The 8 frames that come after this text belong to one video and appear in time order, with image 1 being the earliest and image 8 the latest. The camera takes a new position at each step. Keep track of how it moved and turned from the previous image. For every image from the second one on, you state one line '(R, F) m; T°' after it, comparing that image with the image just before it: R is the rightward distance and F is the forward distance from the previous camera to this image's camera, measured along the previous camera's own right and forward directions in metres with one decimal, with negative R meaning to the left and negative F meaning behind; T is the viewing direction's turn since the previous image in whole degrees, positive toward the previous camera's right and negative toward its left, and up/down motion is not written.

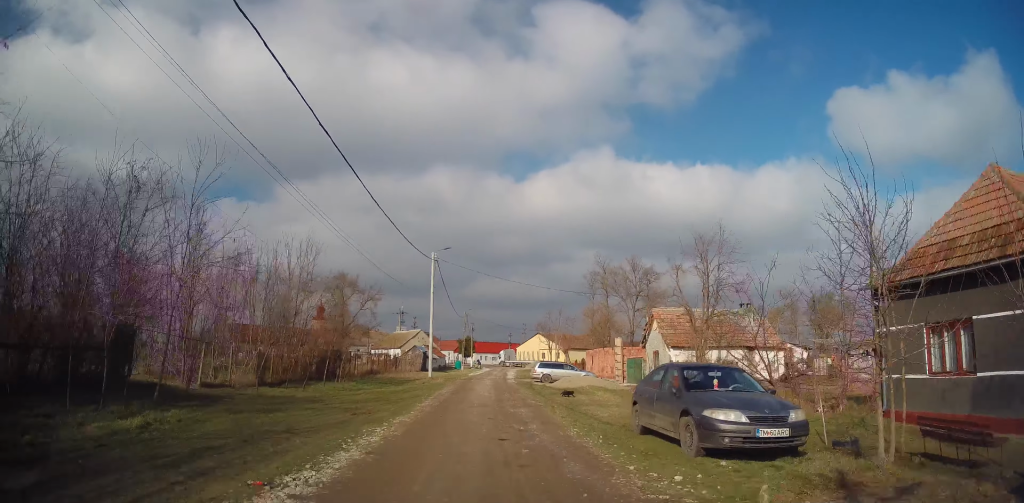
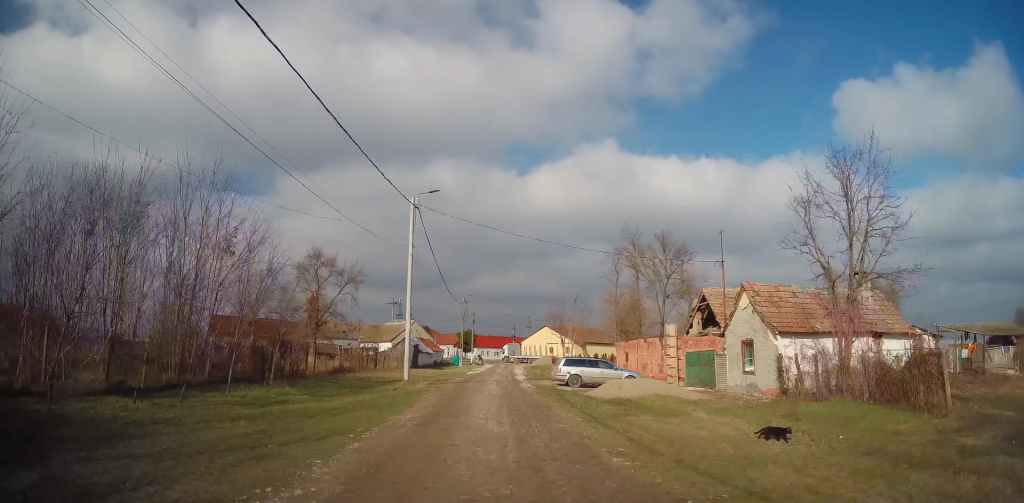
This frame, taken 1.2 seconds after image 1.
(0.0, +10.8) m; 0°
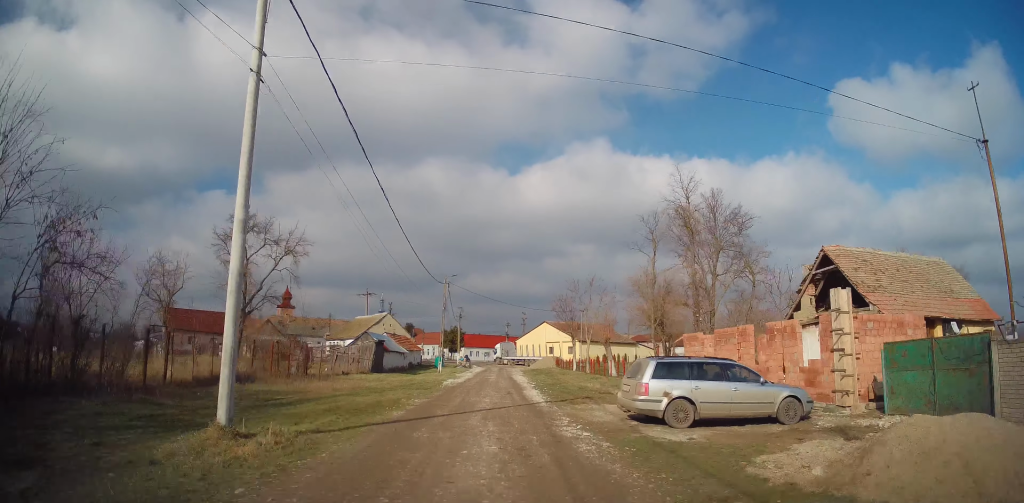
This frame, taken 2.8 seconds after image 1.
(0.0, +15.2) m; +2°
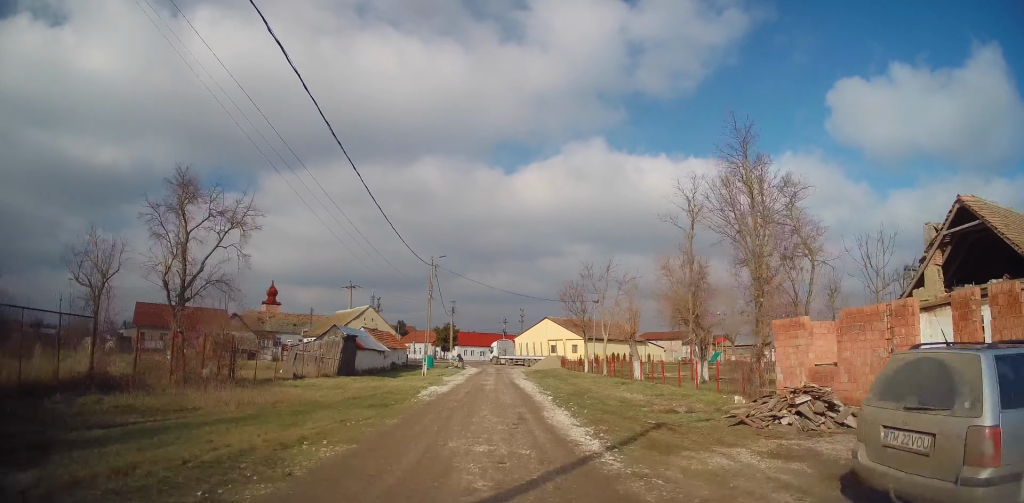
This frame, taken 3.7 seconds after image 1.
(+0.3, +8.4) m; 0°
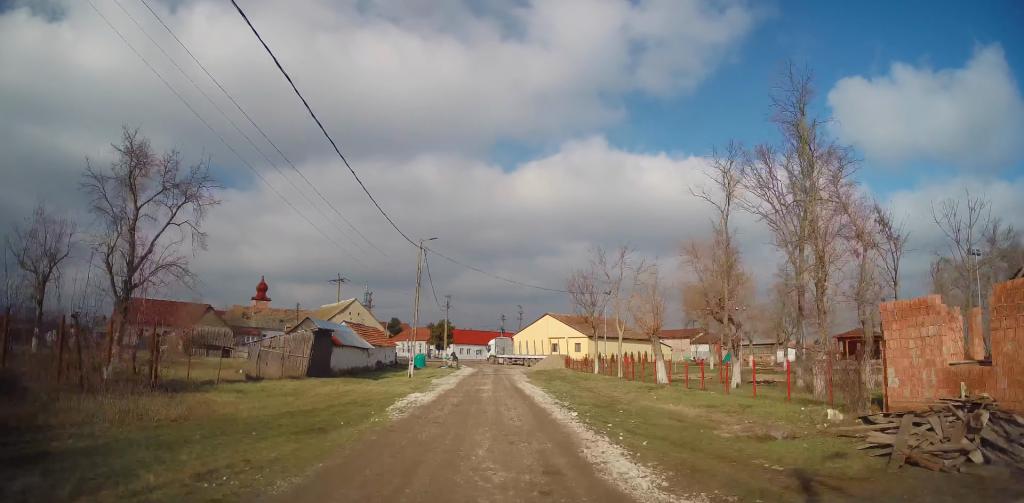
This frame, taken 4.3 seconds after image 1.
(0.0, +5.3) m; 0°
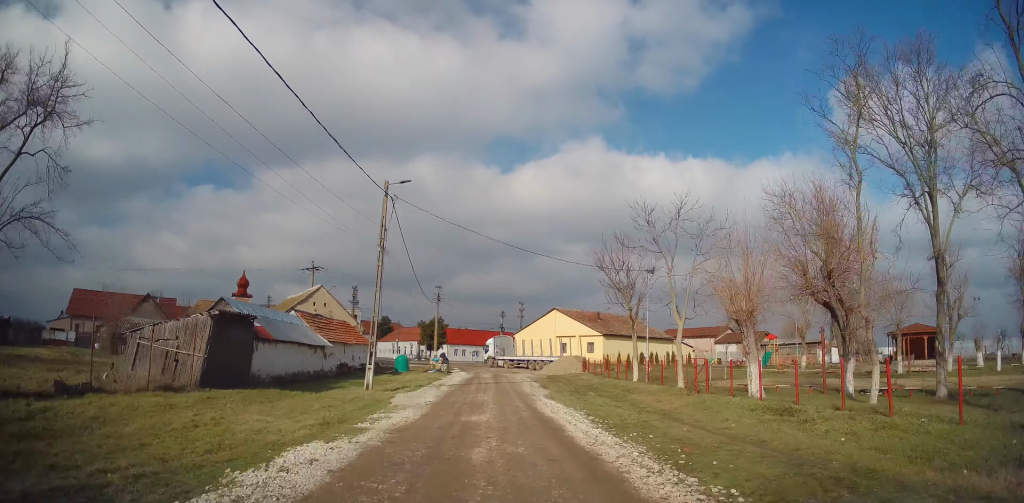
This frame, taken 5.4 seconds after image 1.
(0.0, +10.7) m; +1°
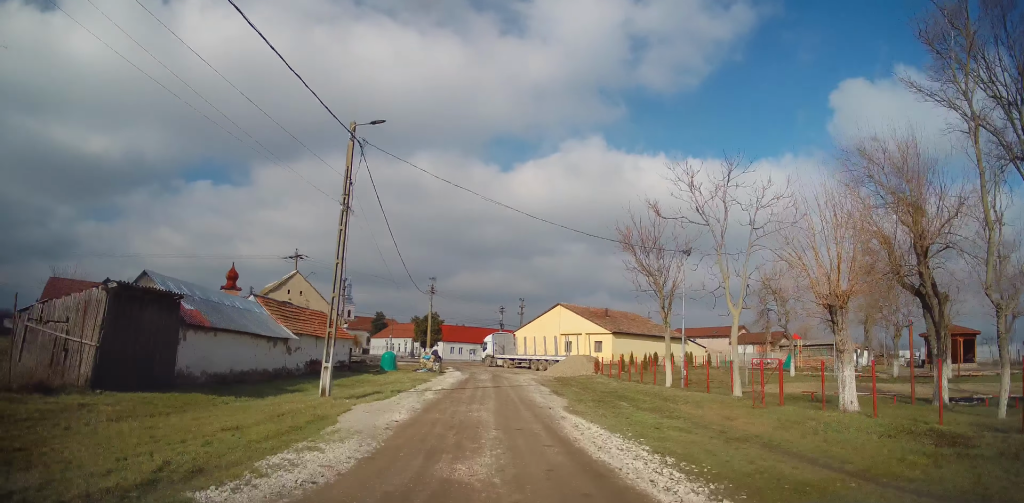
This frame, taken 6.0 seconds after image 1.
(+0.1, +5.5) m; +1°
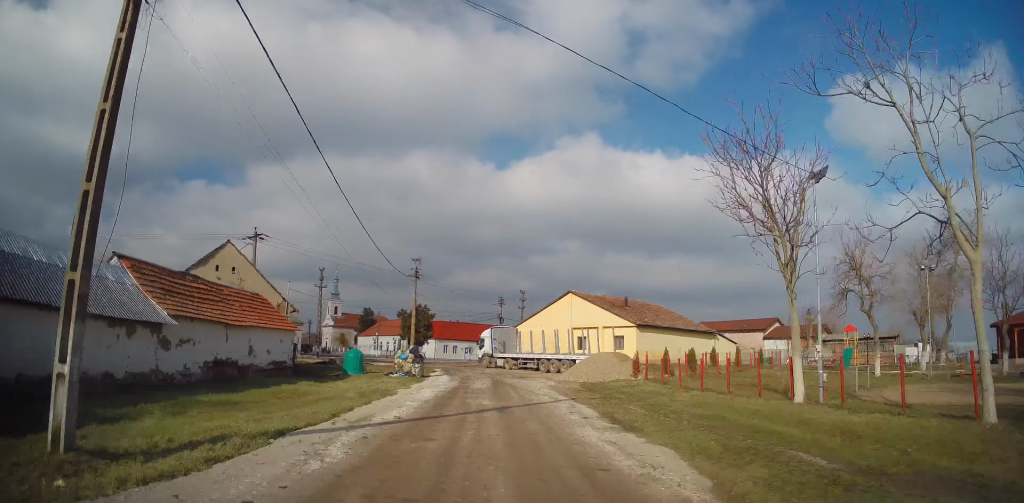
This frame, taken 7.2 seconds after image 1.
(0.0, +10.2) m; -1°
